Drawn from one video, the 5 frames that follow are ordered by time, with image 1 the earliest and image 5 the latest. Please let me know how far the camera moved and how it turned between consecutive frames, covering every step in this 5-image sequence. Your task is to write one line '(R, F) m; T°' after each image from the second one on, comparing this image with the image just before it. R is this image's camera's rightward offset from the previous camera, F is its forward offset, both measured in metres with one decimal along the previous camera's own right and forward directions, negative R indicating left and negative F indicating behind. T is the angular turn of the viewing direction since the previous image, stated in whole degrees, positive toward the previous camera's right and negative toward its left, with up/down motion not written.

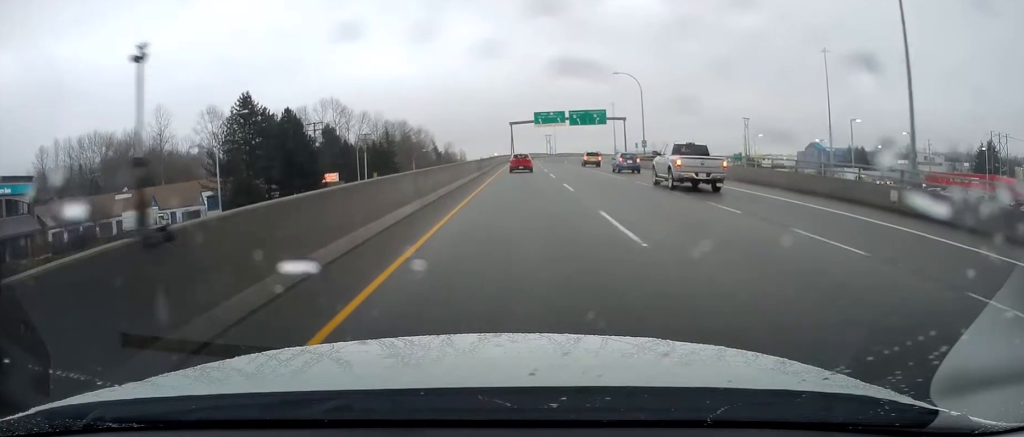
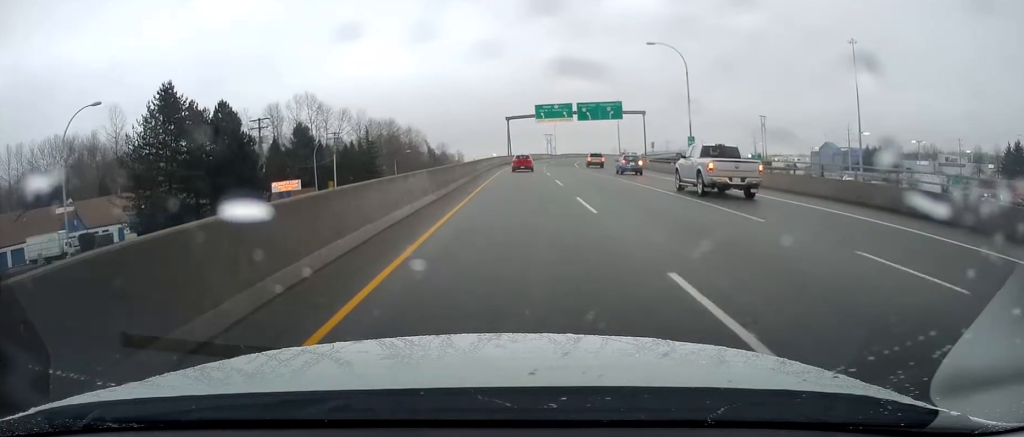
(-0.4, +21.5) m; 0°
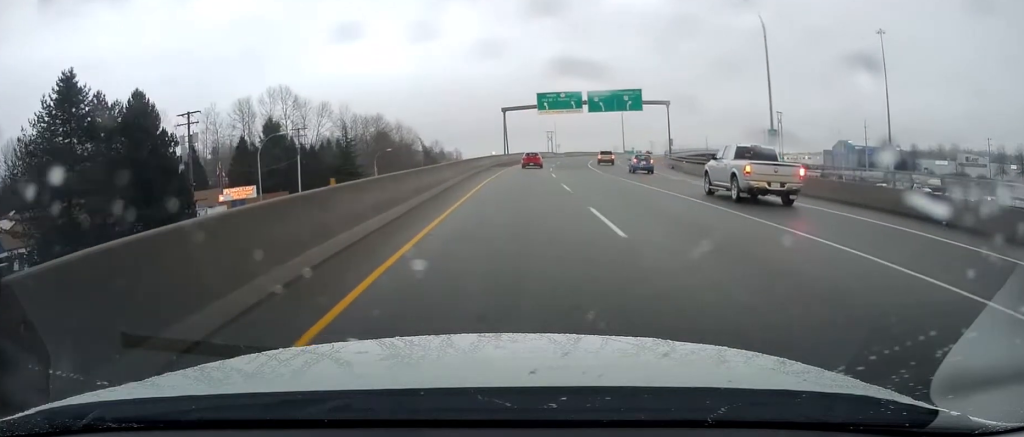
(+0.3, +18.0) m; +1°
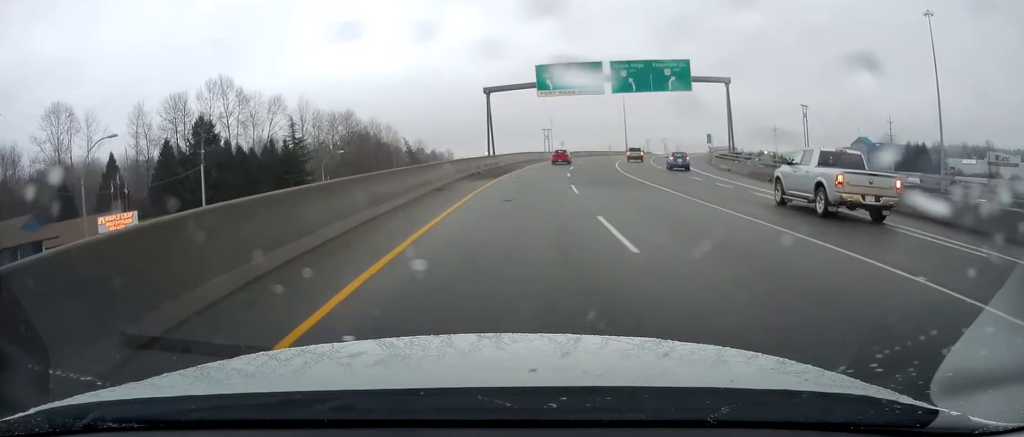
(+0.2, +28.5) m; +1°
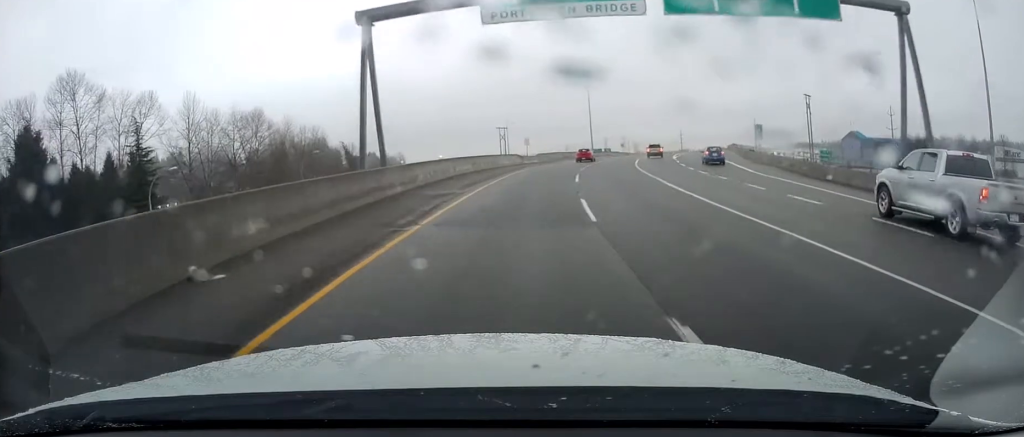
(+0.9, +35.0) m; +4°
